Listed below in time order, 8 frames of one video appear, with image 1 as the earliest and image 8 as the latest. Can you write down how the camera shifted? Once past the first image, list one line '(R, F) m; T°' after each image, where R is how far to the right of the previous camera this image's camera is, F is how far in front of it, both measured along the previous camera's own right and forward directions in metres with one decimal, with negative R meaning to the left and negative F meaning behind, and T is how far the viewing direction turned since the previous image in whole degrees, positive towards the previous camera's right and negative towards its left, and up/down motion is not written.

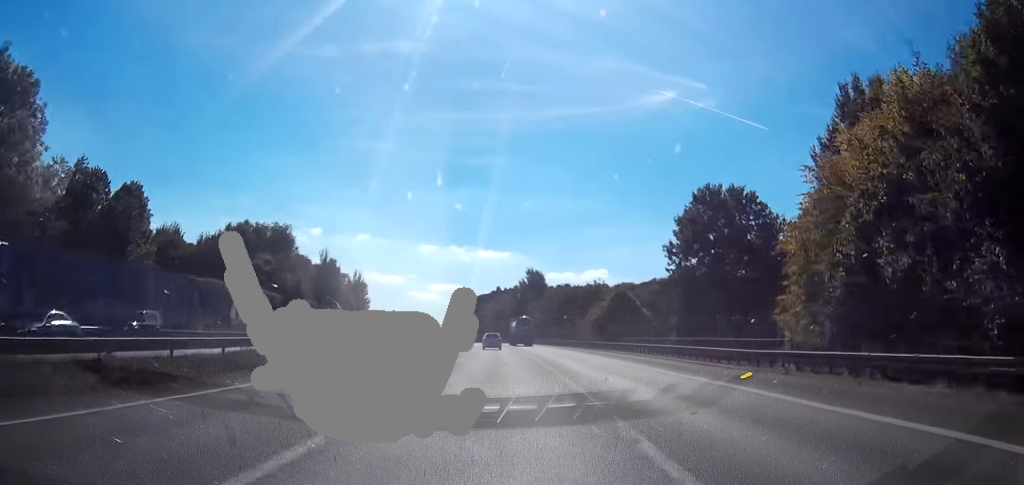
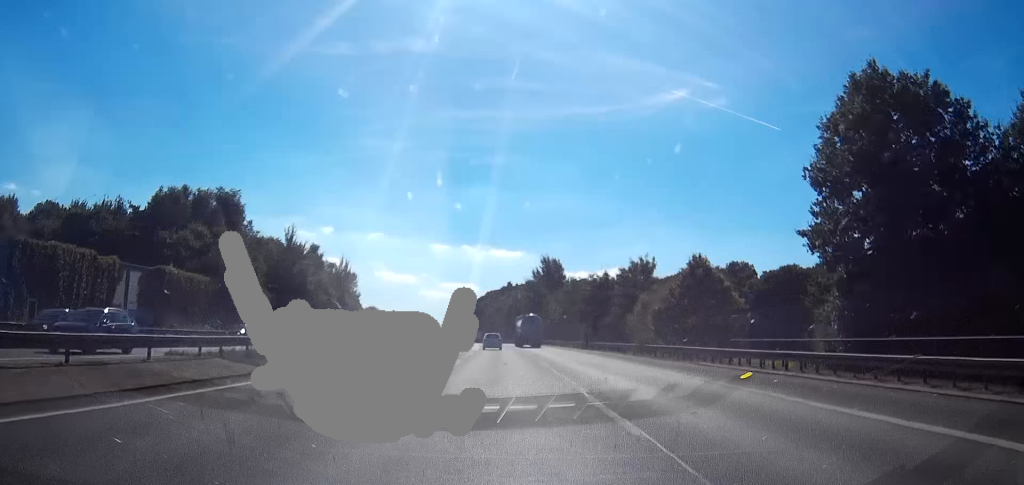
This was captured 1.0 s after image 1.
(-0.5, +29.7) m; -1°
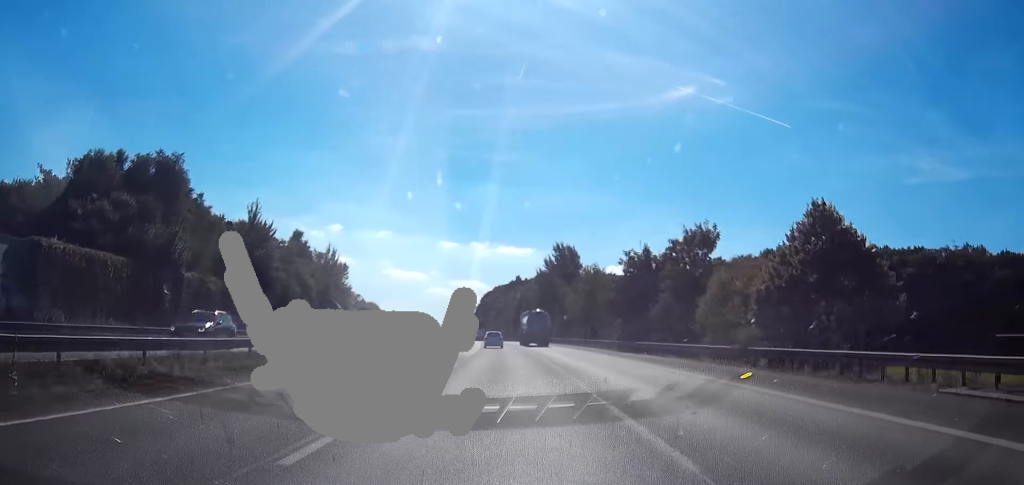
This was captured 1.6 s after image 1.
(0.0, +20.6) m; 0°
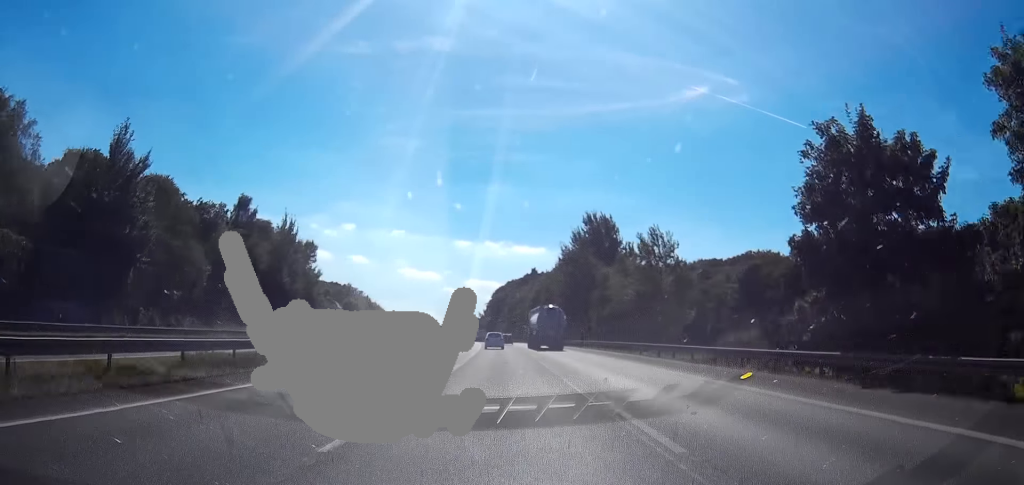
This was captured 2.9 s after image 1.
(0.0, +39.3) m; 0°
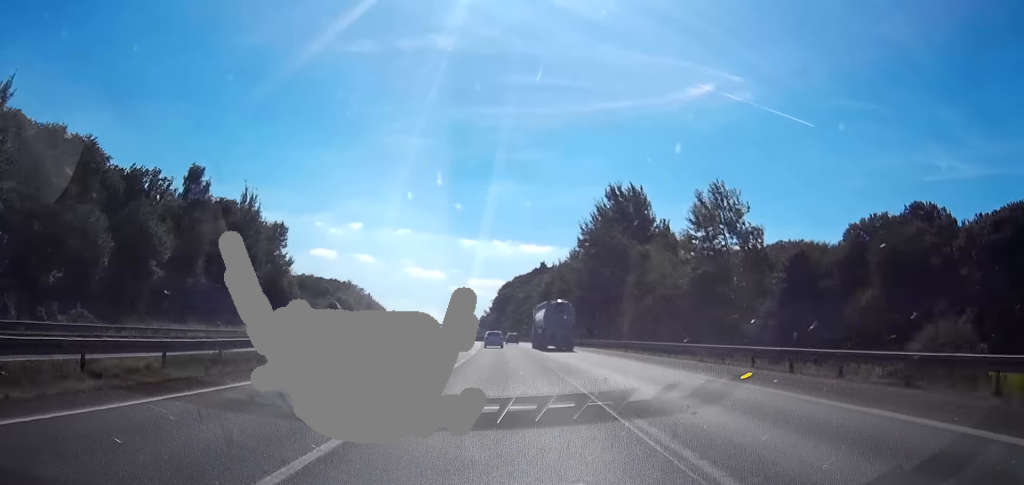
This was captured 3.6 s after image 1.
(0.0, +21.9) m; -1°
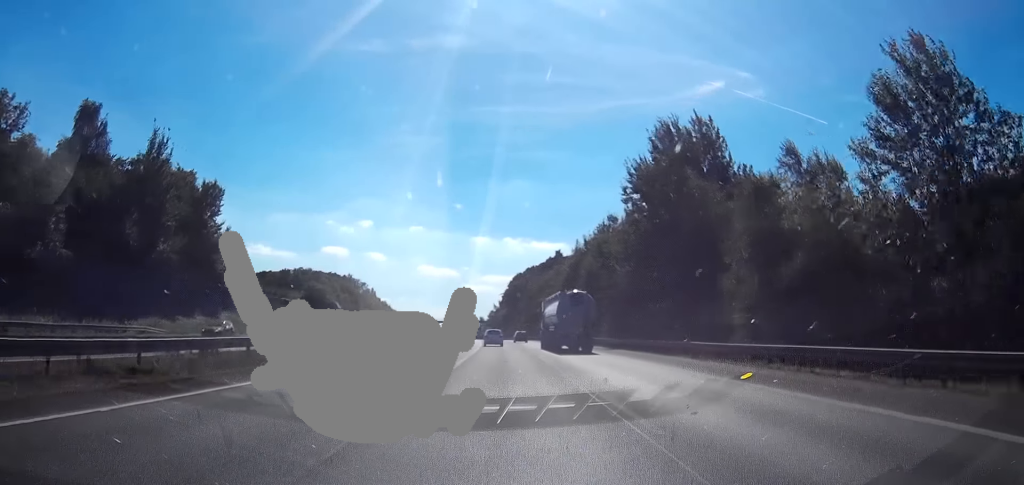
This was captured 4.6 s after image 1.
(-0.6, +30.5) m; -2°
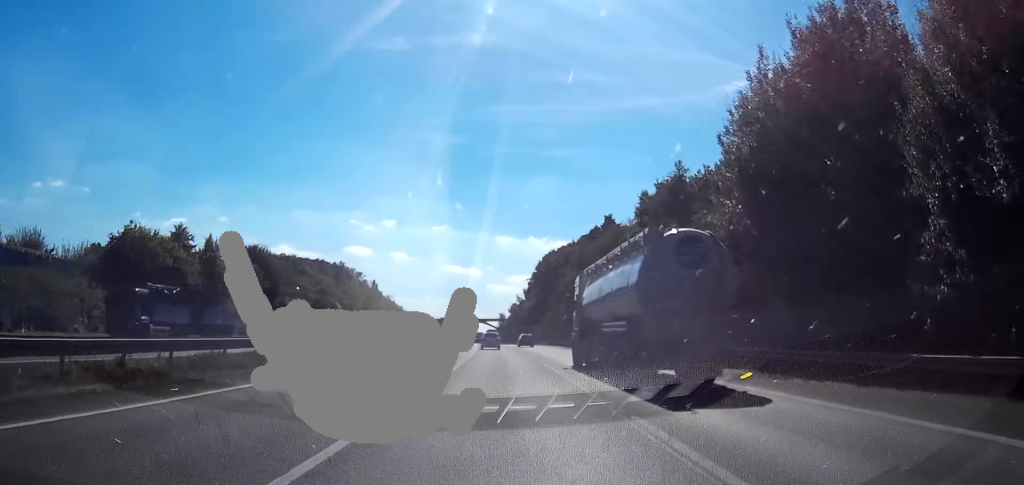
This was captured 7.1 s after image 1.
(-1.3, +80.9) m; -1°
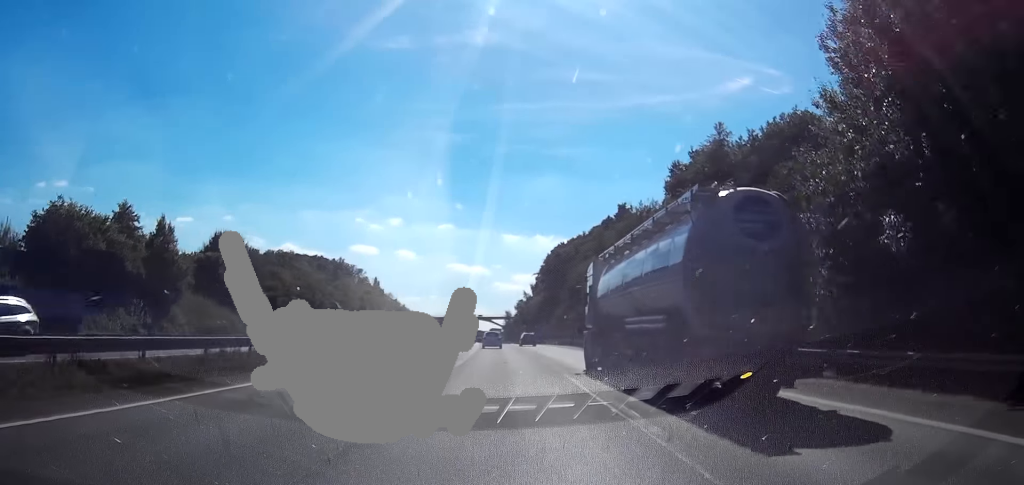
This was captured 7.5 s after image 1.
(0.0, +14.0) m; 0°
